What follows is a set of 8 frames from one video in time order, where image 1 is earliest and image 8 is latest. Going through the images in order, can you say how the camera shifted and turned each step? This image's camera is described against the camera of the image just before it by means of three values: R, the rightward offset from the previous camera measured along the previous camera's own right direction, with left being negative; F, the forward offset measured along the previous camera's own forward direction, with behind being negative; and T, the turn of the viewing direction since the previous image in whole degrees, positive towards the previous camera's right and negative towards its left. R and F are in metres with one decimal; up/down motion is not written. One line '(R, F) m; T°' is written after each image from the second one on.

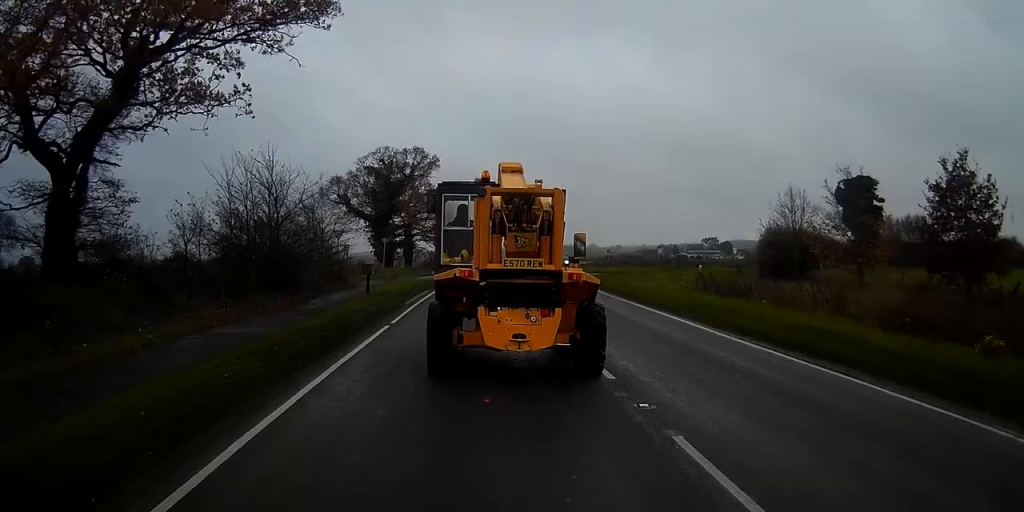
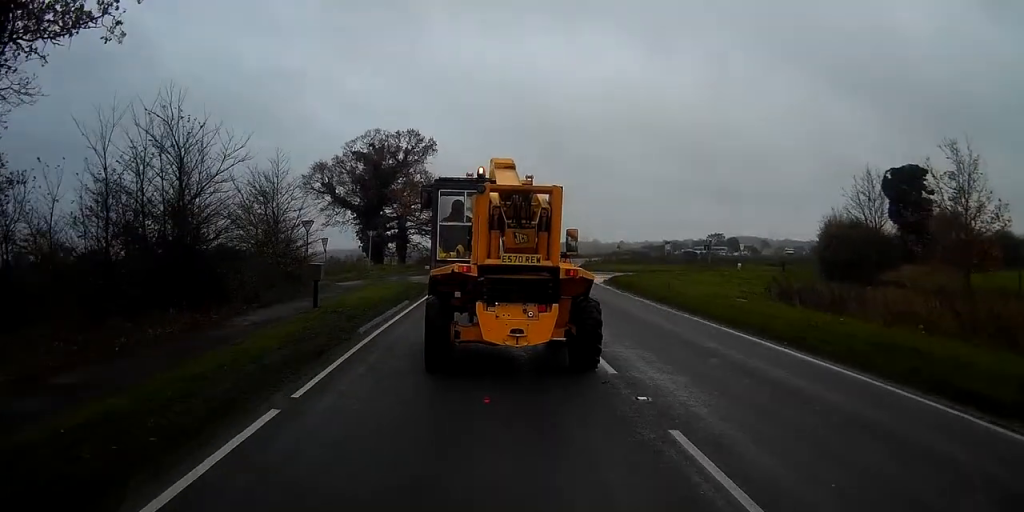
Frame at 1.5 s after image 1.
(-0.1, +8.8) m; -1°
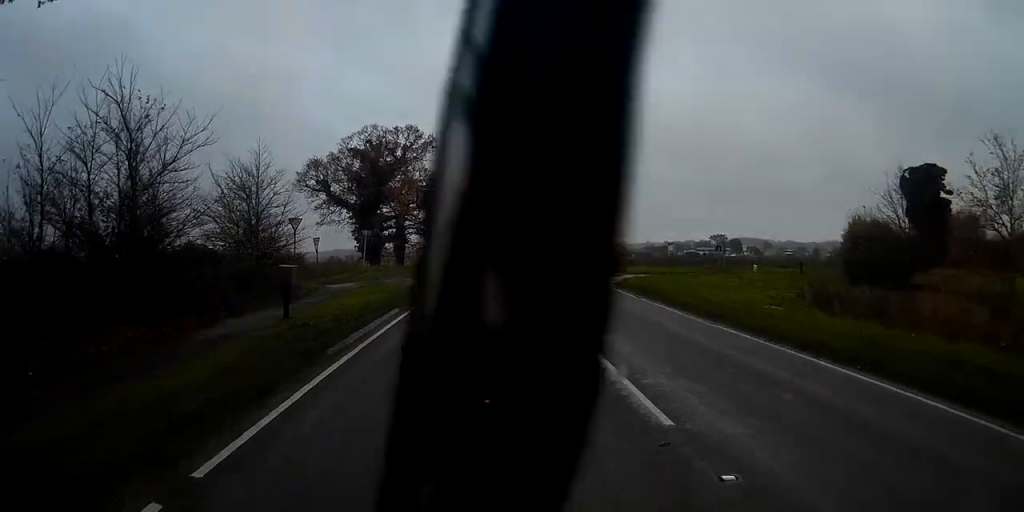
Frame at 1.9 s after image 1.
(0.0, +3.0) m; 0°
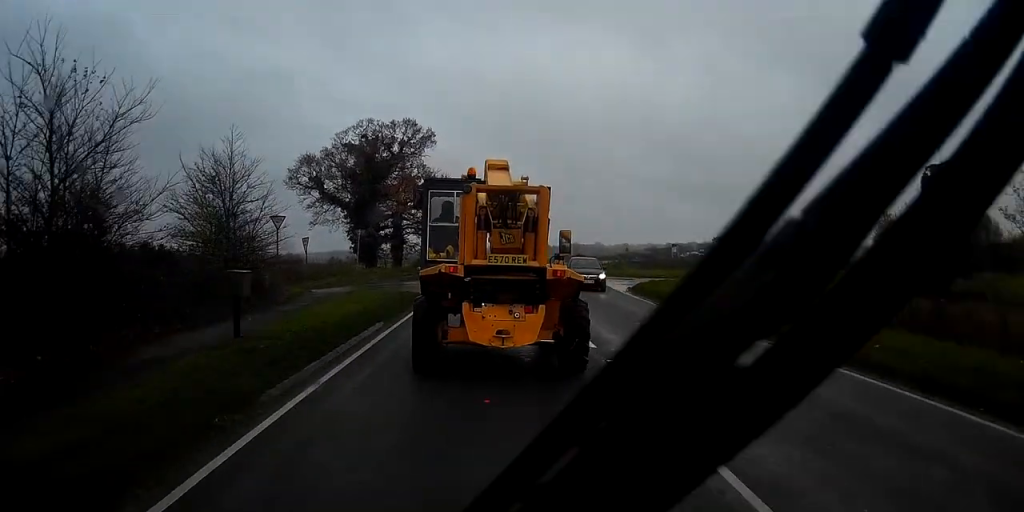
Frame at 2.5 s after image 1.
(0.0, +3.5) m; 0°
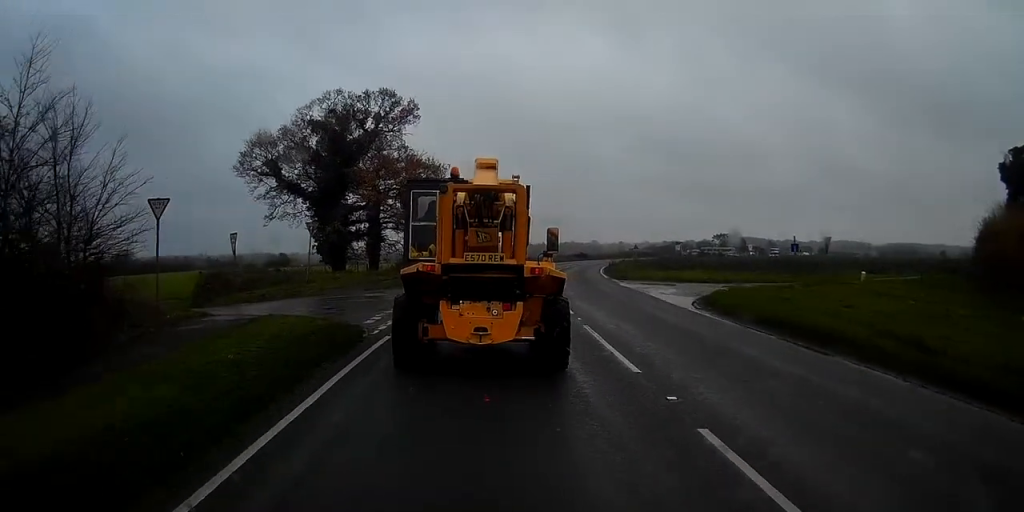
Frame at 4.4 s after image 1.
(+0.1, +12.5) m; +2°
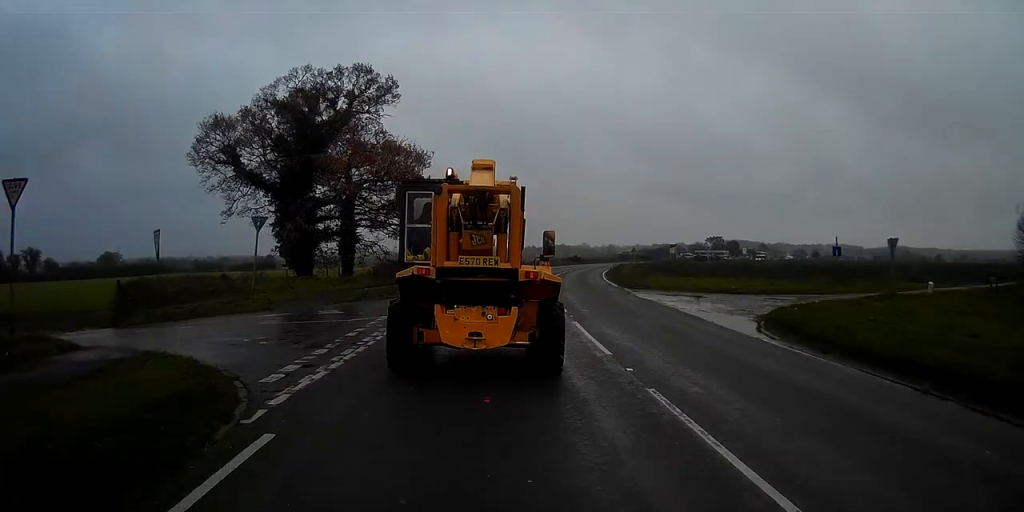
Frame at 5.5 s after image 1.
(+0.1, +7.1) m; 0°
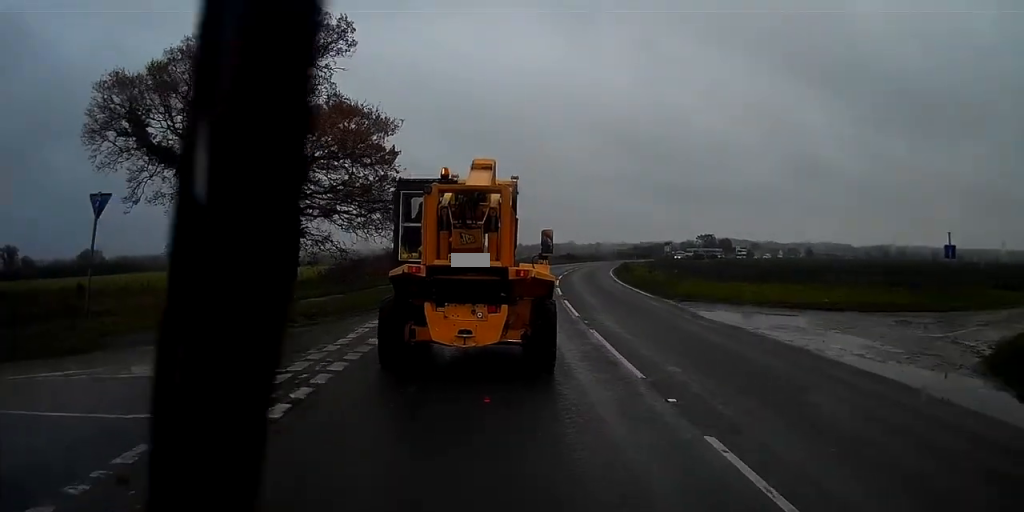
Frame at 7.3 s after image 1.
(+0.1, +11.7) m; +1°
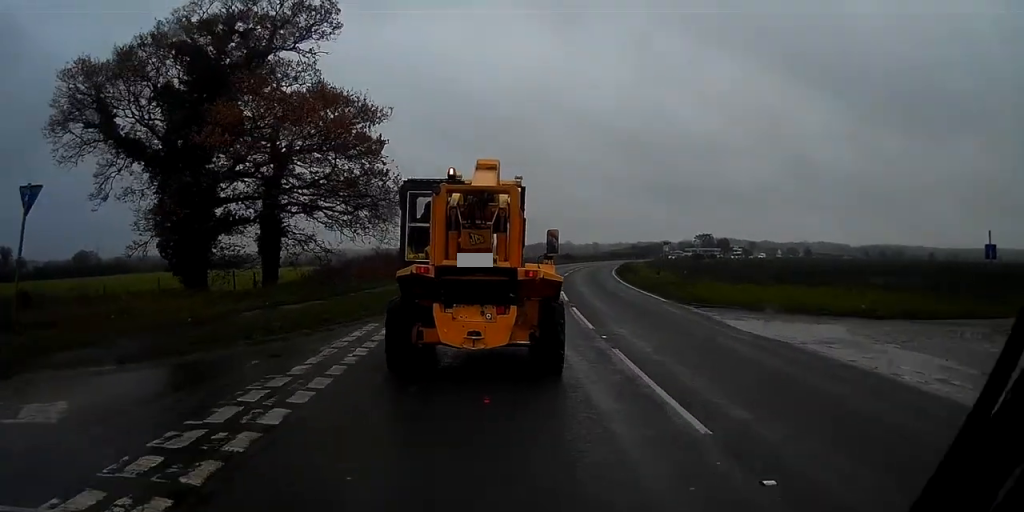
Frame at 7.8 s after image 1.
(0.0, +3.0) m; 0°
